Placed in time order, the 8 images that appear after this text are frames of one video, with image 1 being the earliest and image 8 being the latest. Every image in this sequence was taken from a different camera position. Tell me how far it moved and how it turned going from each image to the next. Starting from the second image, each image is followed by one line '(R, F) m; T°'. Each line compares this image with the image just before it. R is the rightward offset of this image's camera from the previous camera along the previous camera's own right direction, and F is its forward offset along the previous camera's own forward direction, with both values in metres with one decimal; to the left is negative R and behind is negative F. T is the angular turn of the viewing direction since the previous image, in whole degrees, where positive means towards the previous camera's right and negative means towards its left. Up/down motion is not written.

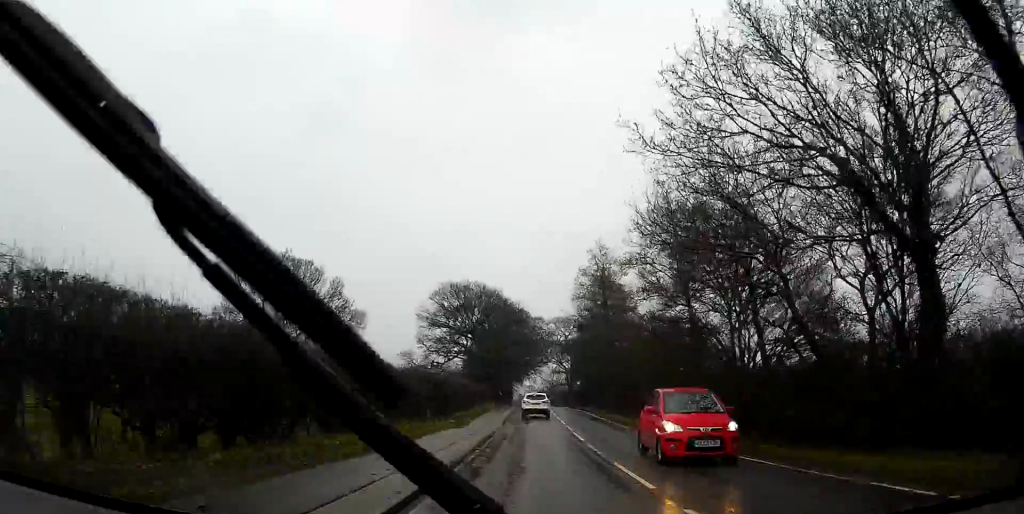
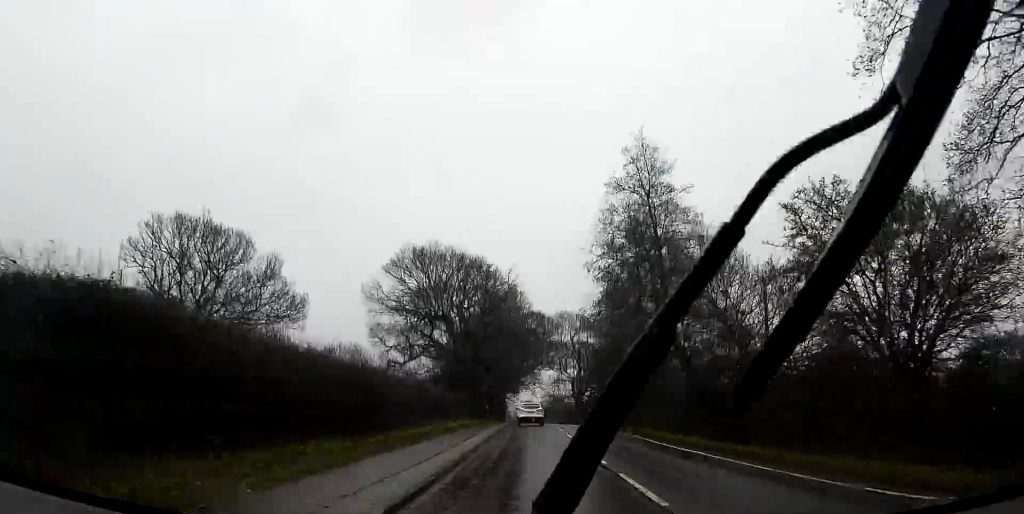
(-0.4, +26.4) m; -1°
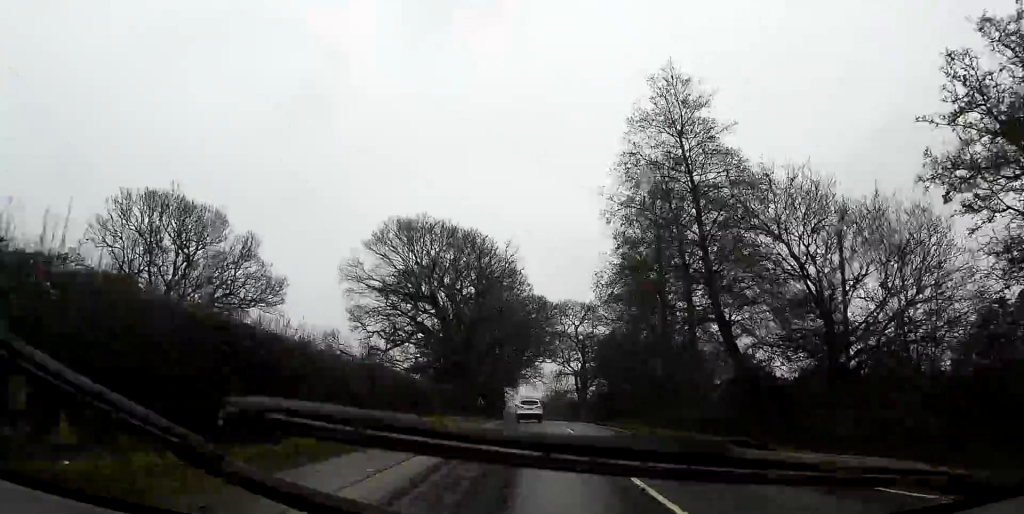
(0.0, +7.8) m; 0°
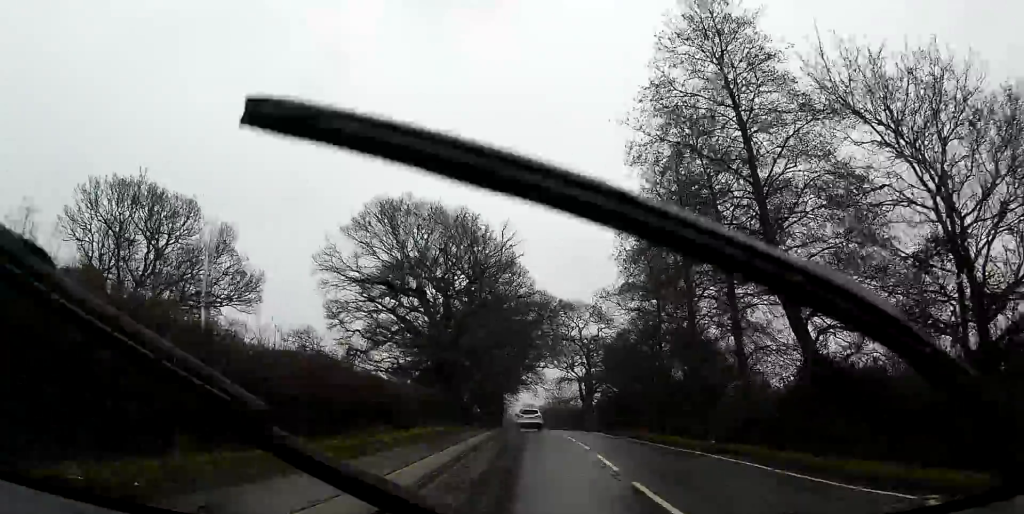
(+0.1, +6.7) m; 0°
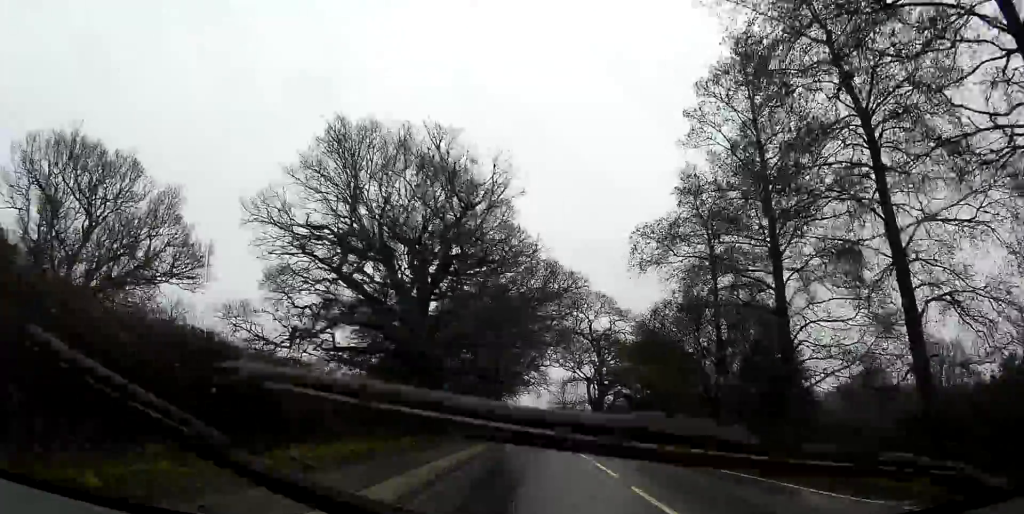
(0.0, +11.9) m; -1°
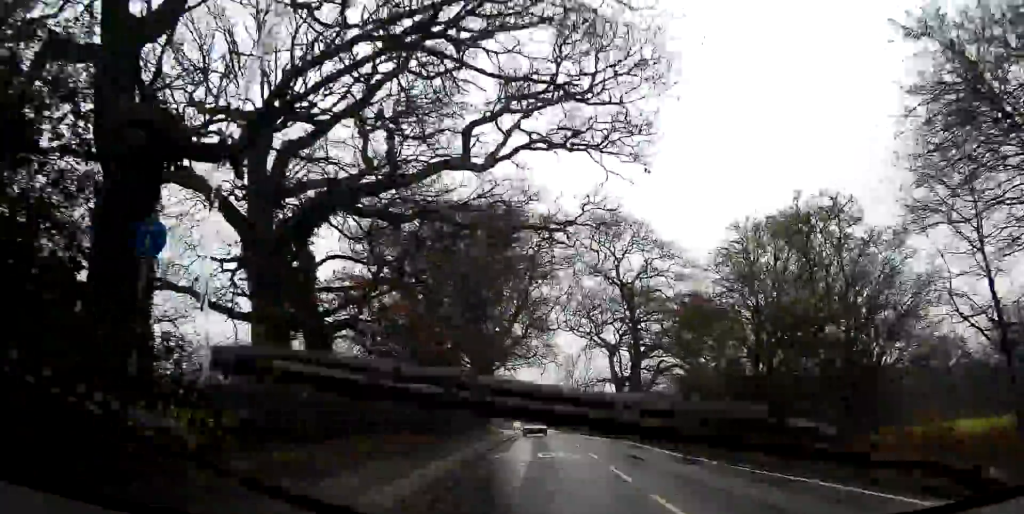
(-0.7, +24.5) m; -3°
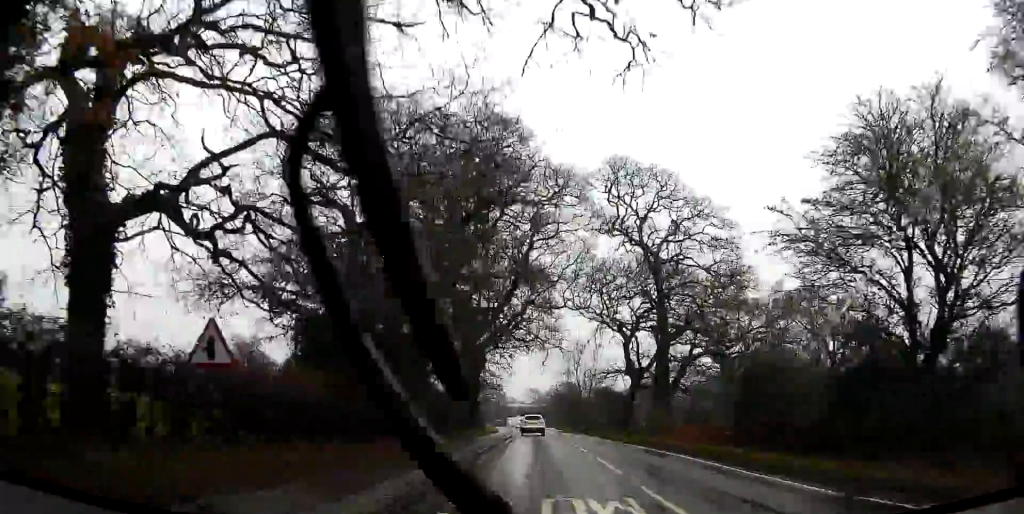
(-0.2, +10.0) m; -1°
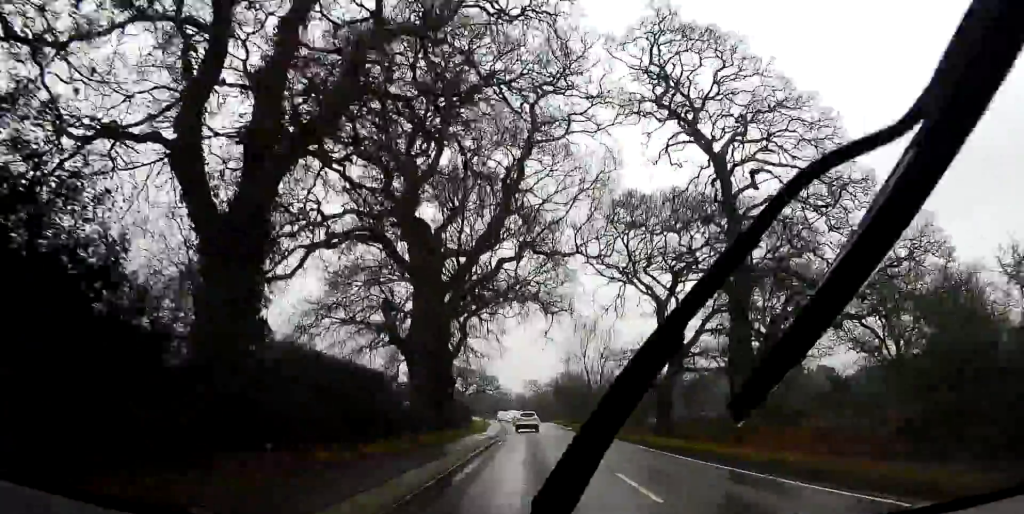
(+0.1, +14.7) m; +1°
